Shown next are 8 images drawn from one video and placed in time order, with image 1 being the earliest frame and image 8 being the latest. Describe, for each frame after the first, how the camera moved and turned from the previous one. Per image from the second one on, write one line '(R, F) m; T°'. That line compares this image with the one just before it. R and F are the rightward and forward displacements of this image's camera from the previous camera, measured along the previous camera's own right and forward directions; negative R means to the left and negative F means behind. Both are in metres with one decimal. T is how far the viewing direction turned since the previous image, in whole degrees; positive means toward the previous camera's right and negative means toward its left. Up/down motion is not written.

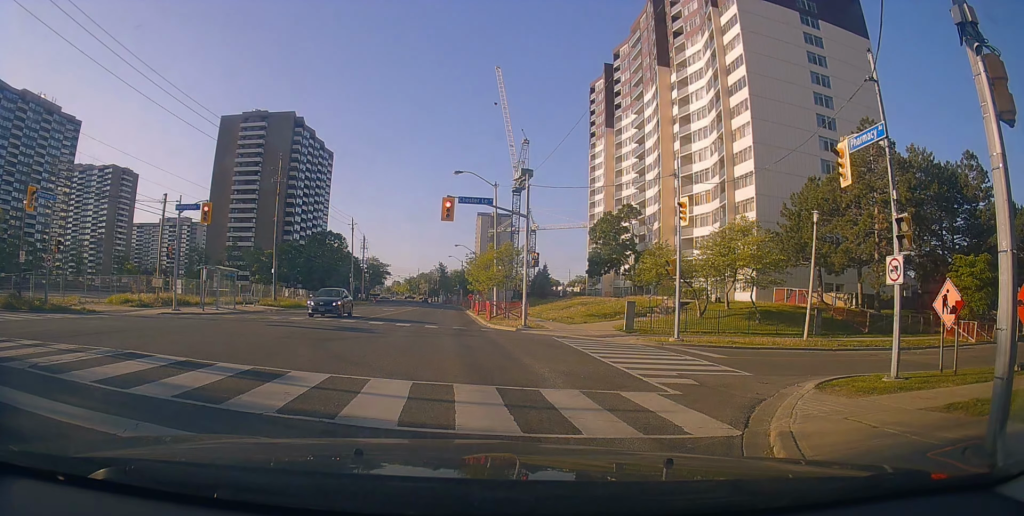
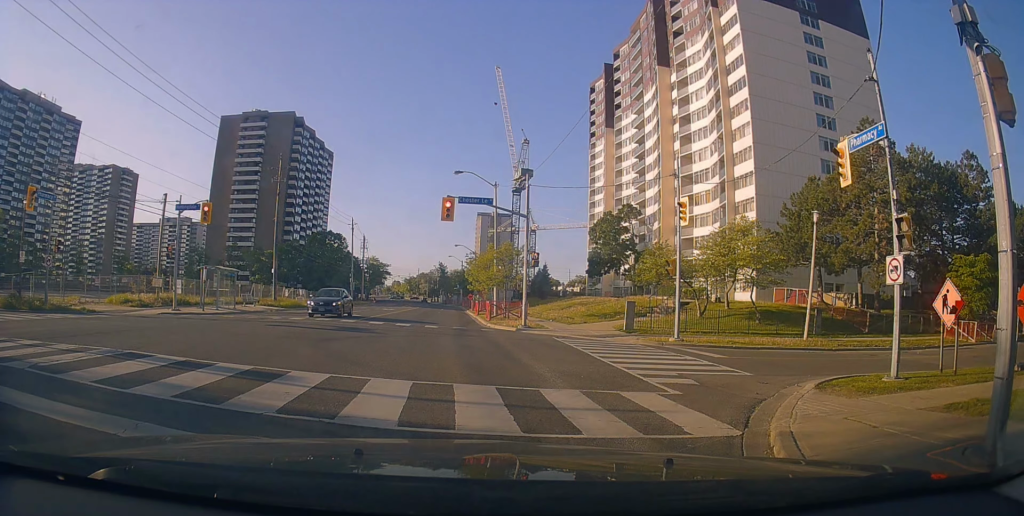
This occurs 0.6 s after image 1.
(0.0, 0.0) m; 0°
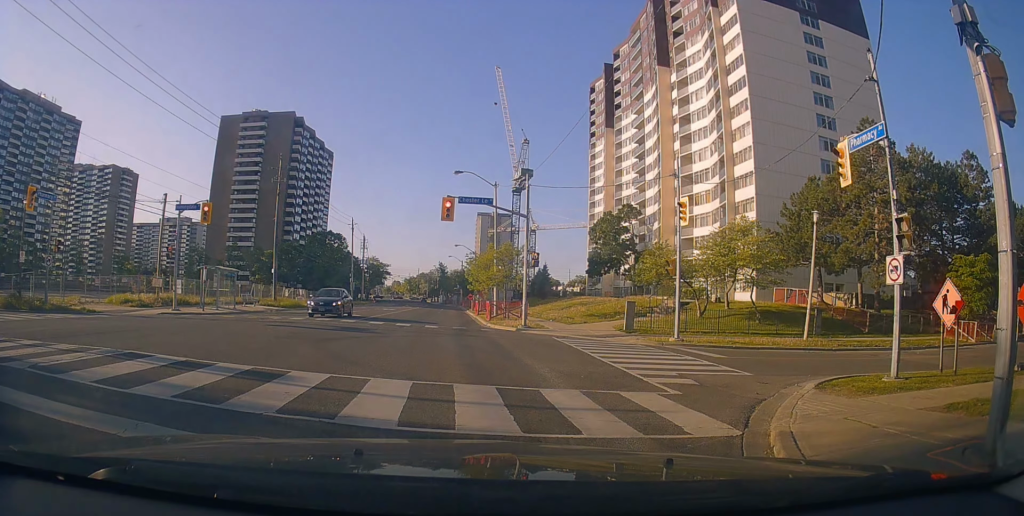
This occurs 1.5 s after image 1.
(0.0, 0.0) m; 0°
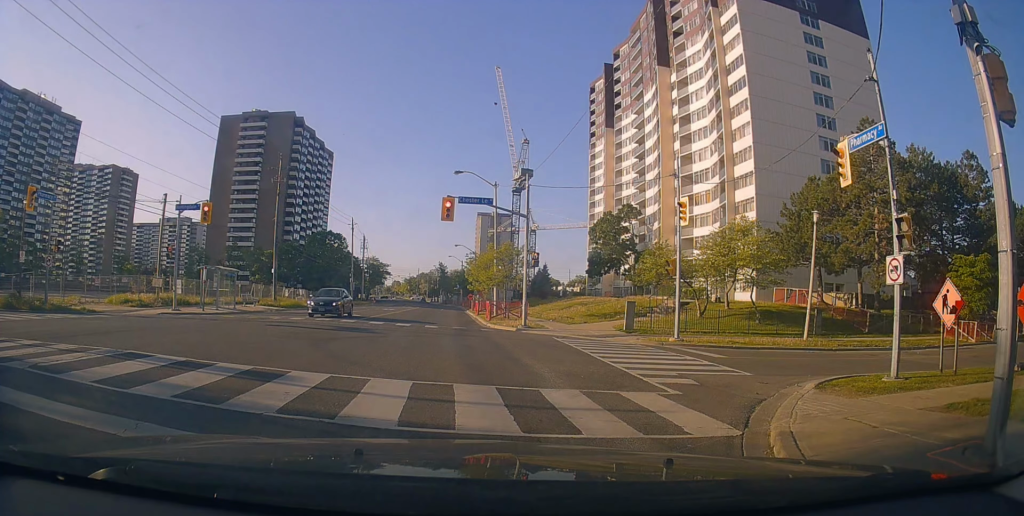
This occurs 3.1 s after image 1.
(0.0, 0.0) m; 0°
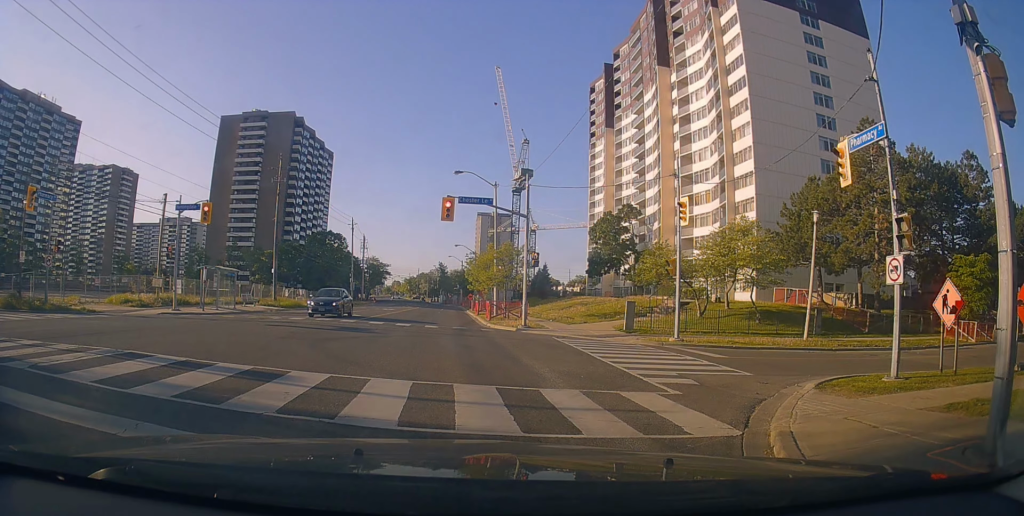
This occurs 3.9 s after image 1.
(0.0, 0.0) m; 0°
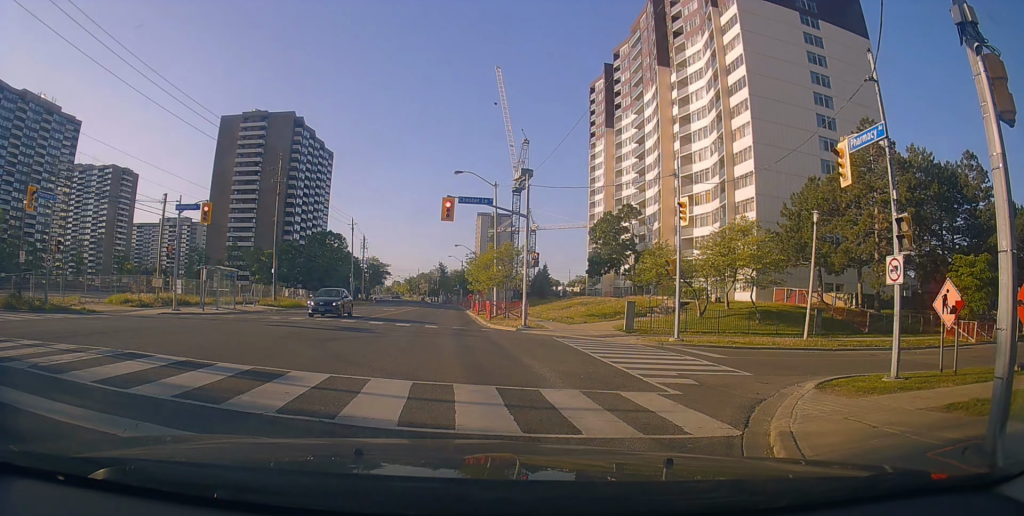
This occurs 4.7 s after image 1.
(0.0, 0.0) m; 0°
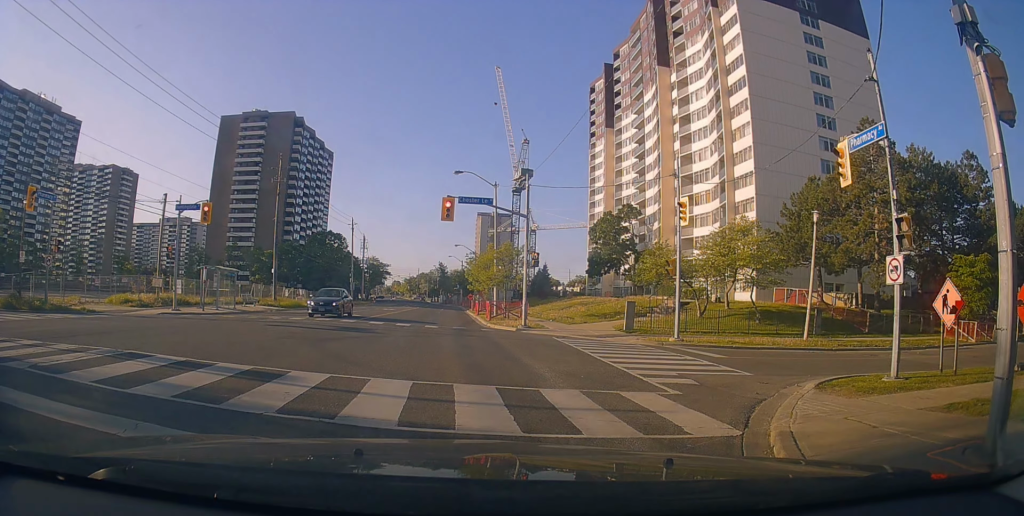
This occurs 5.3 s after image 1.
(0.0, 0.0) m; 0°
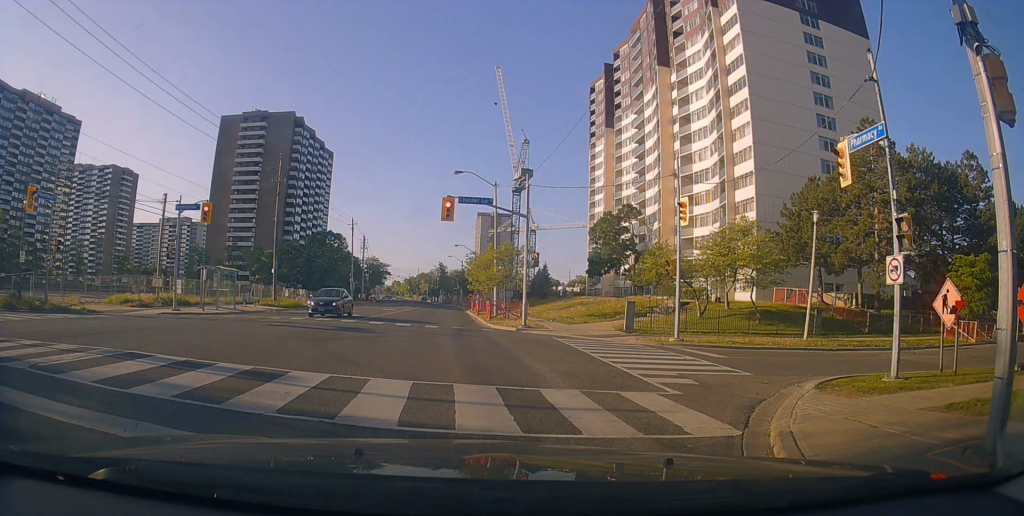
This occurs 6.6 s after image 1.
(0.0, 0.0) m; 0°
